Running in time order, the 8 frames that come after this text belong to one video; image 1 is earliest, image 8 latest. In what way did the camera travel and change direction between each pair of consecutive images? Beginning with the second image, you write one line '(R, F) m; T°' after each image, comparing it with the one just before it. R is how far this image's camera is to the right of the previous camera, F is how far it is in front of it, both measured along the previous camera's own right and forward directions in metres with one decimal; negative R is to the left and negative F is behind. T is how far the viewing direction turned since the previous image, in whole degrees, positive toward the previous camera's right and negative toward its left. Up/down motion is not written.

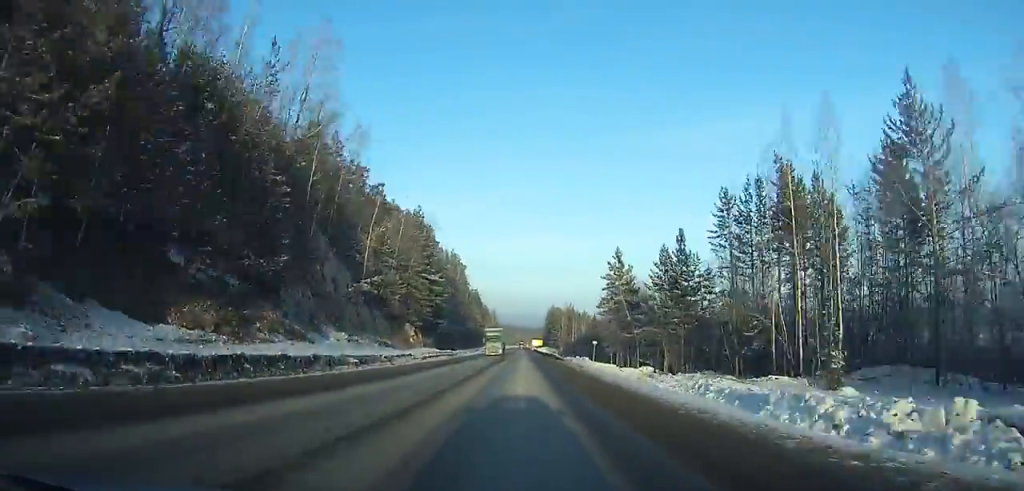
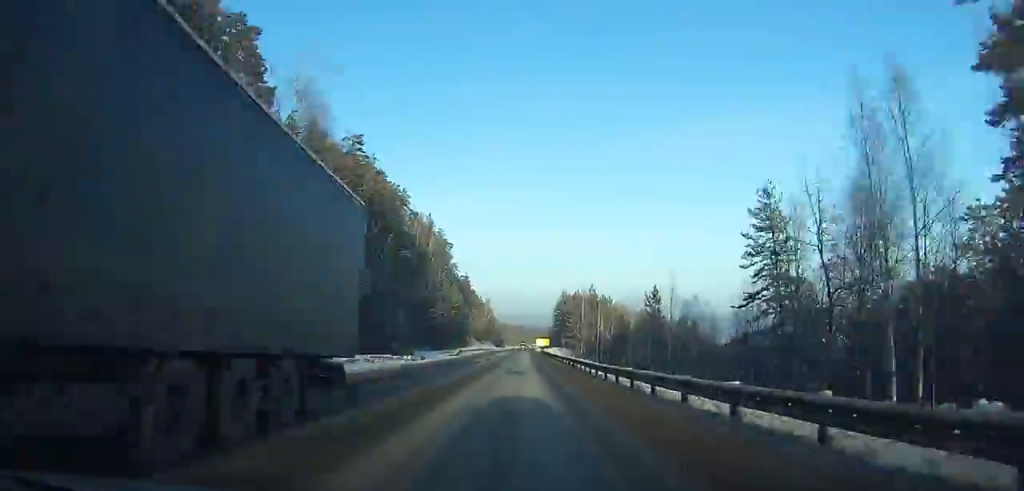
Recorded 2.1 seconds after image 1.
(-3.4, +60.6) m; -1°
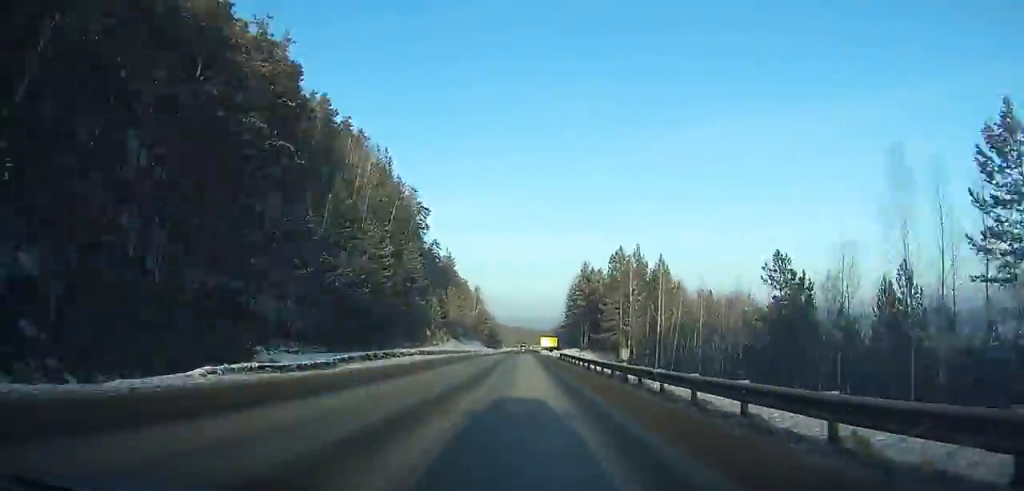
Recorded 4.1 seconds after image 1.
(+2.2, +57.9) m; +2°
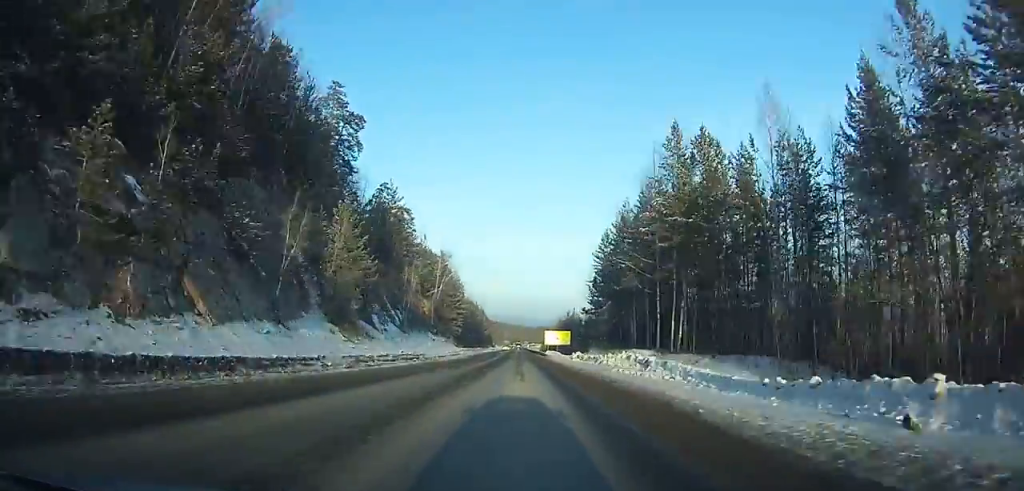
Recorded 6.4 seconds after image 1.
(+0.6, +66.4) m; 0°
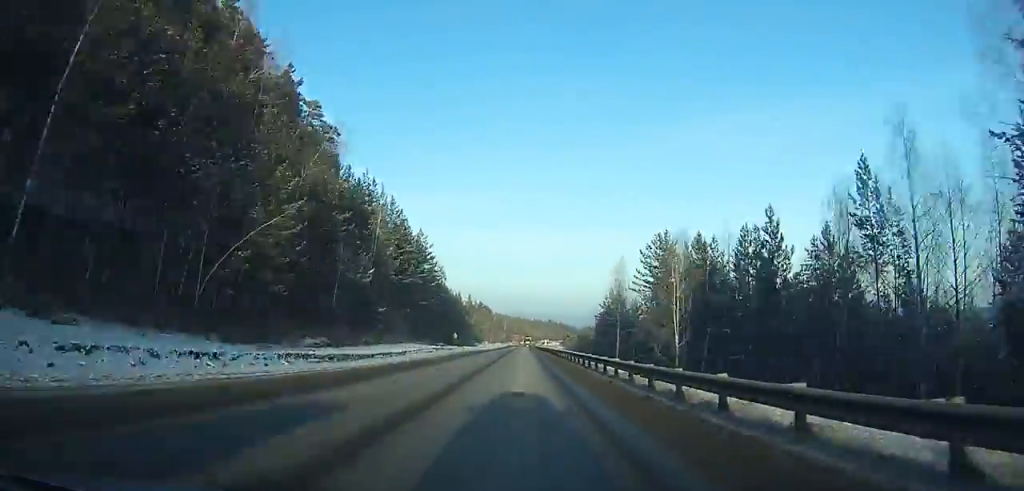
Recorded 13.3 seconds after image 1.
(0.0, +196.8) m; 0°
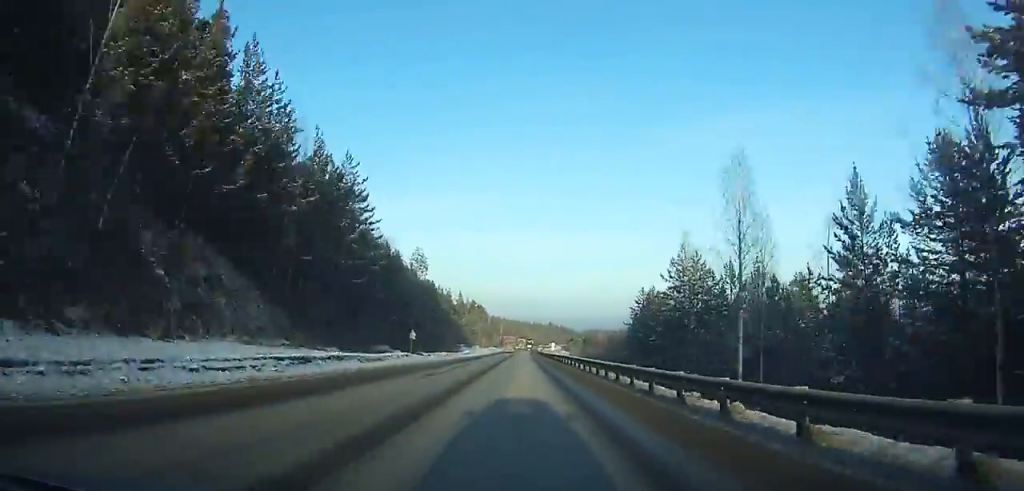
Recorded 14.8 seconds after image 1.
(+0.1, +42.5) m; 0°
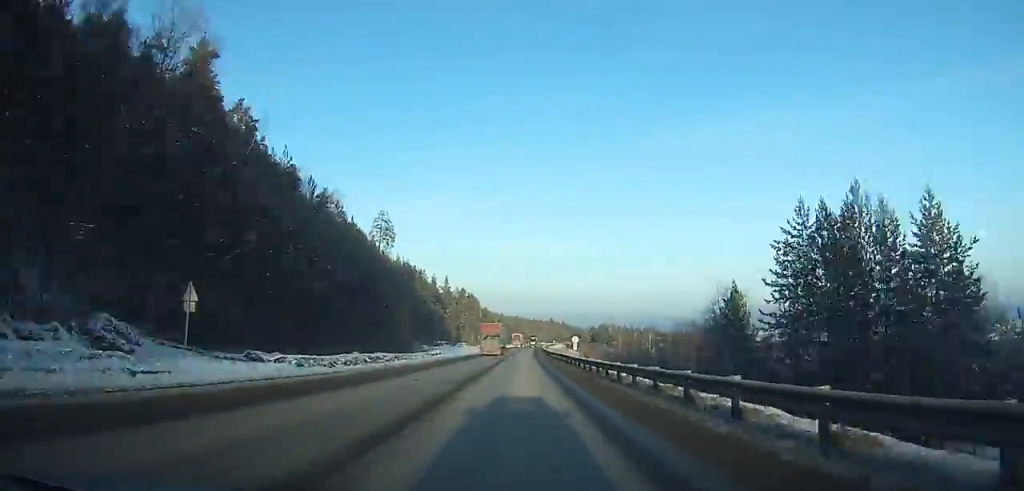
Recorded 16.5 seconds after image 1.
(0.0, +48.1) m; 0°
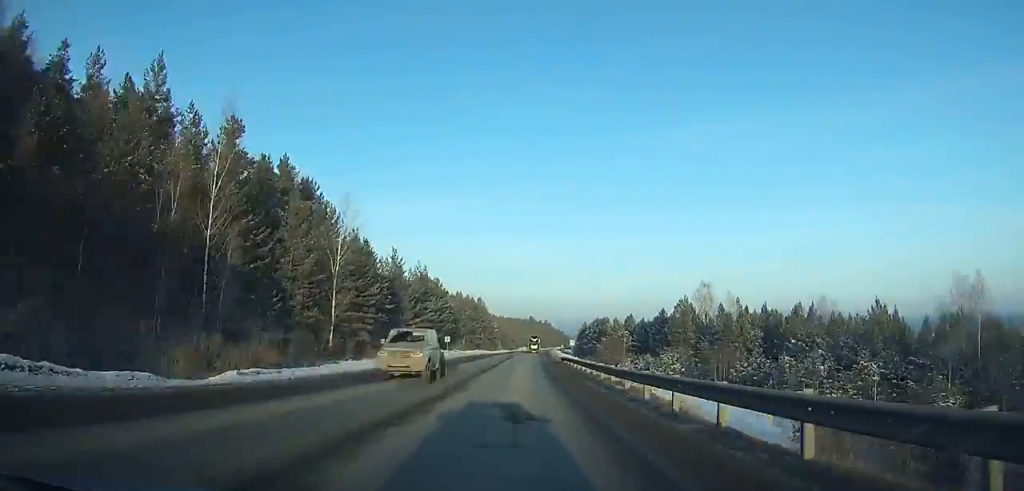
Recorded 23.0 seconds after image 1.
(+3.6, +185.5) m; +3°
